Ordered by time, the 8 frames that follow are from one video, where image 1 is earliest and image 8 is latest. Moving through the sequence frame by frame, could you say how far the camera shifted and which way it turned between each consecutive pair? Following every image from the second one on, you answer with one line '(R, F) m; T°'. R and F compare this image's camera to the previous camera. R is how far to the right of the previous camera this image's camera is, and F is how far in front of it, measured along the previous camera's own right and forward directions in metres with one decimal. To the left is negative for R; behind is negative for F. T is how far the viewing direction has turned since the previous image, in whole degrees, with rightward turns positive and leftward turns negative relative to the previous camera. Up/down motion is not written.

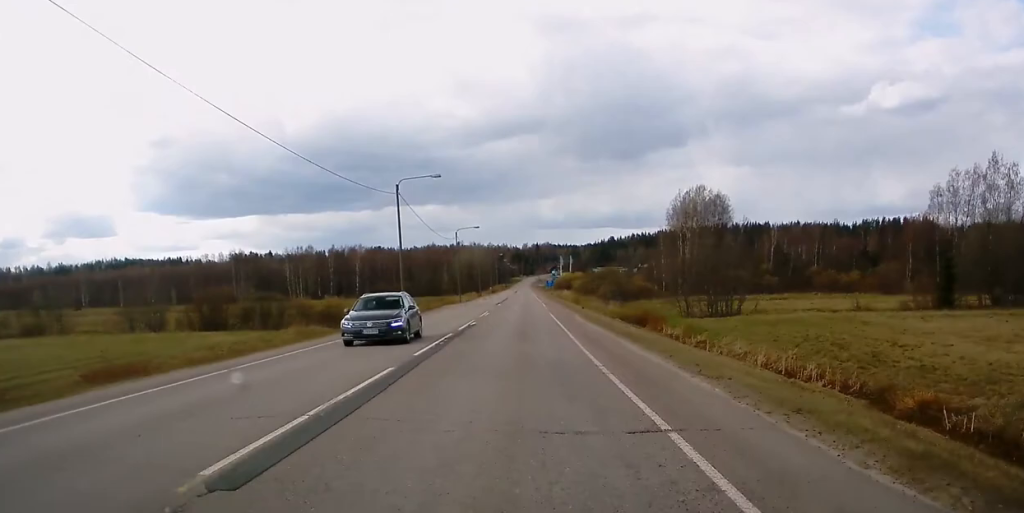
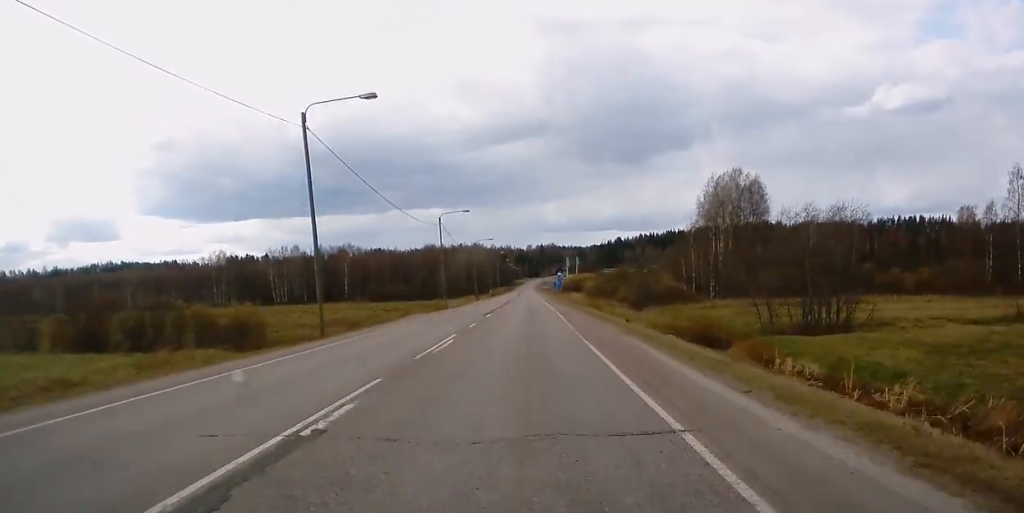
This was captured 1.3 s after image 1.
(0.0, +26.1) m; 0°
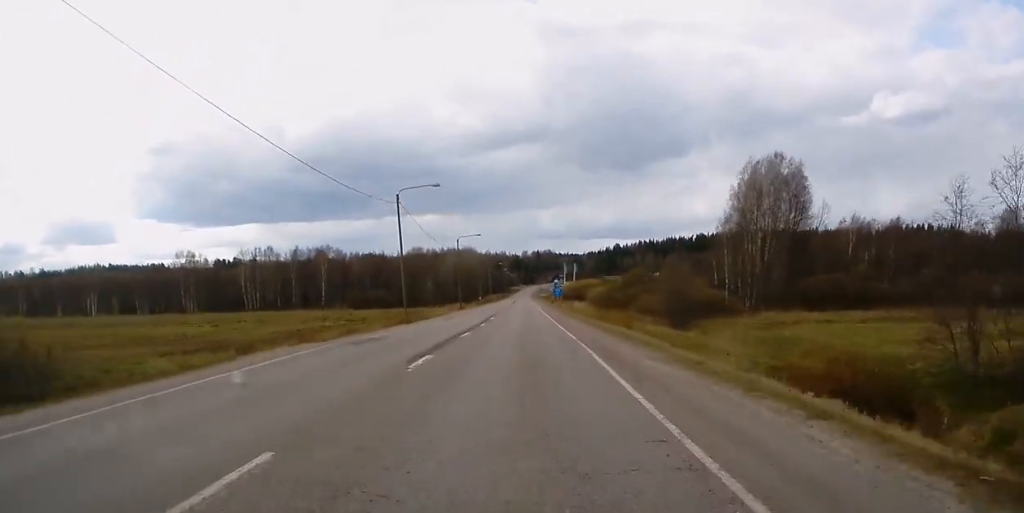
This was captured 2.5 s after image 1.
(0.0, +26.0) m; 0°
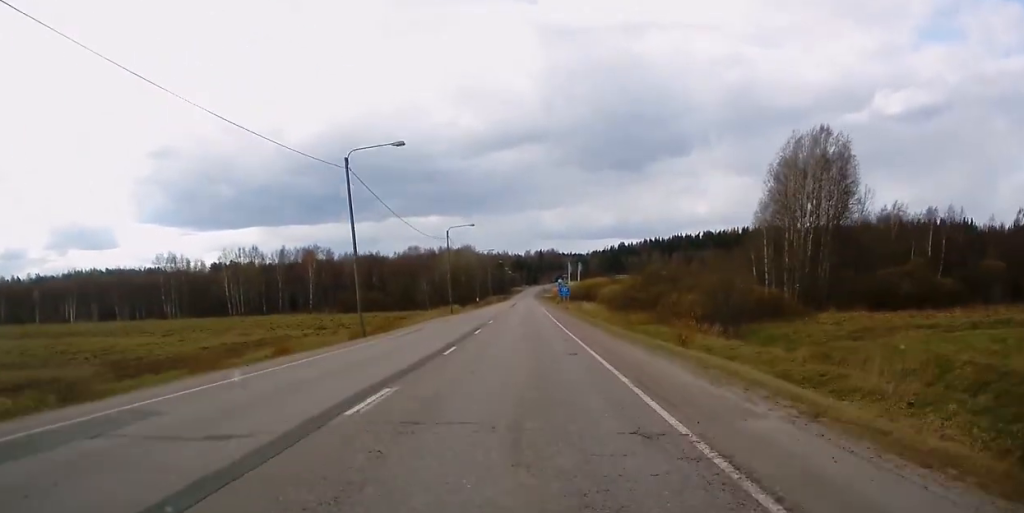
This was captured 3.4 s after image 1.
(0.0, +17.7) m; 0°
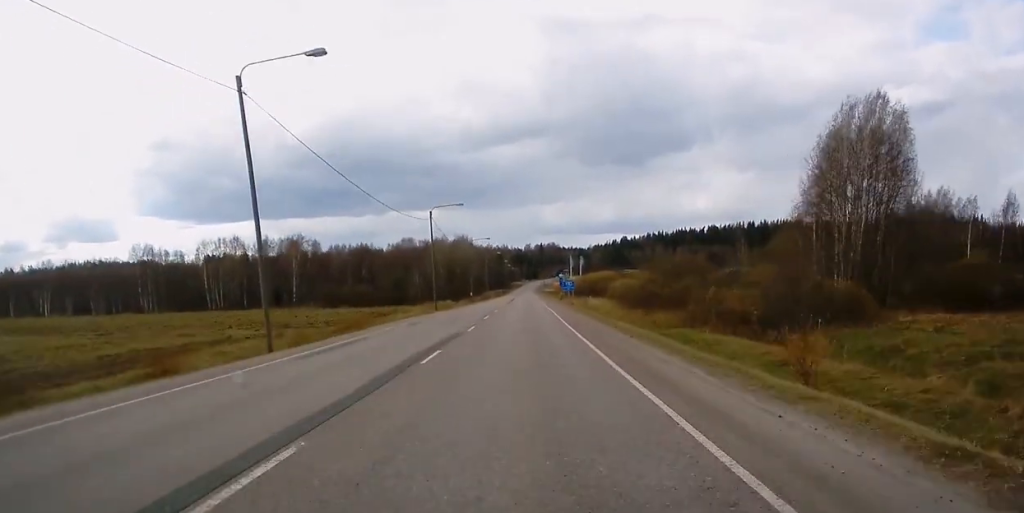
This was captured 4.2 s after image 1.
(+0.1, +16.3) m; 0°
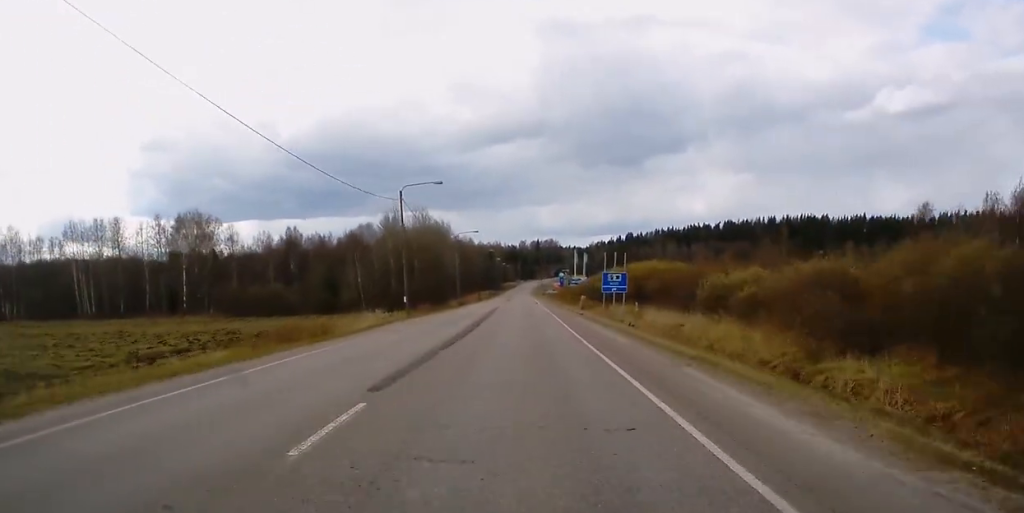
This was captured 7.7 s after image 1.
(-0.7, +70.2) m; -1°
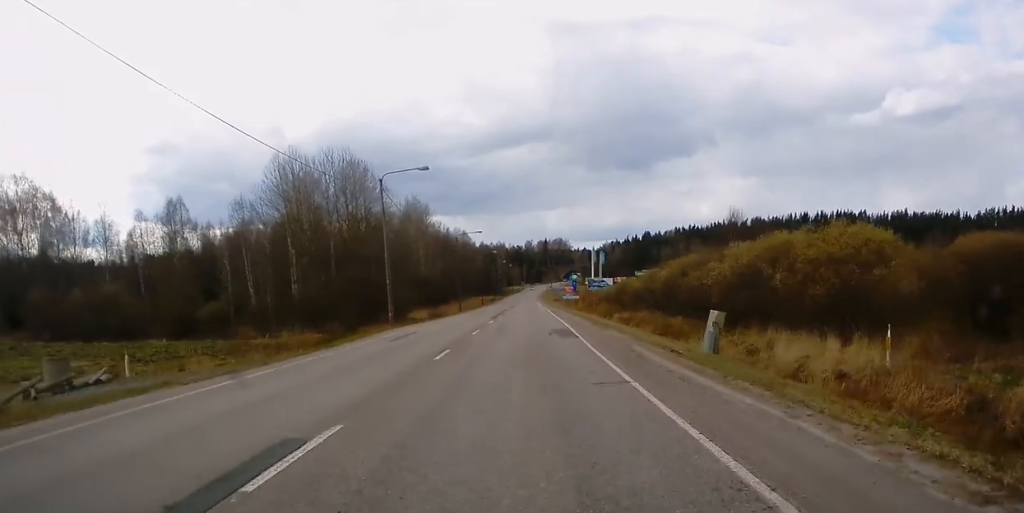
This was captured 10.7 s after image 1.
(+0.2, +62.0) m; +1°
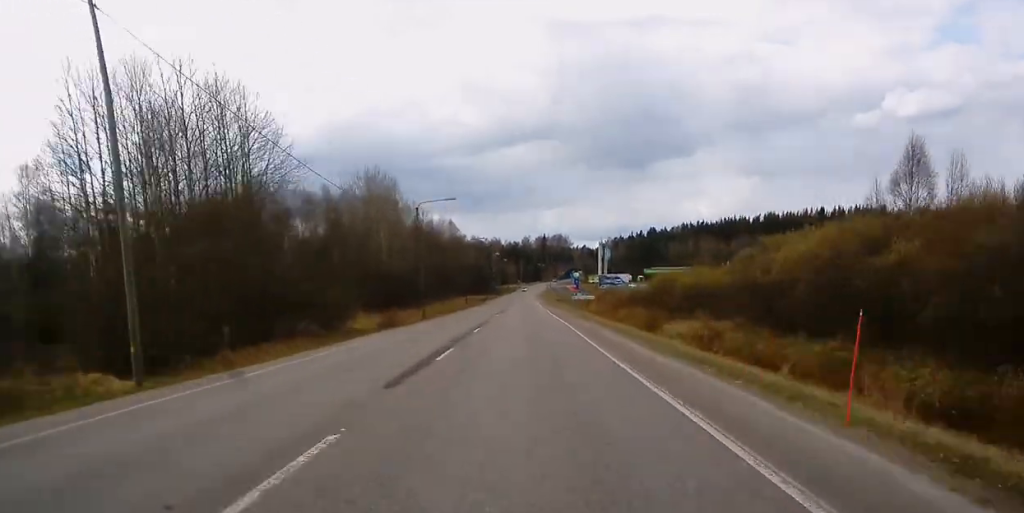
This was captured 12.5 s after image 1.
(+0.4, +36.8) m; 0°
